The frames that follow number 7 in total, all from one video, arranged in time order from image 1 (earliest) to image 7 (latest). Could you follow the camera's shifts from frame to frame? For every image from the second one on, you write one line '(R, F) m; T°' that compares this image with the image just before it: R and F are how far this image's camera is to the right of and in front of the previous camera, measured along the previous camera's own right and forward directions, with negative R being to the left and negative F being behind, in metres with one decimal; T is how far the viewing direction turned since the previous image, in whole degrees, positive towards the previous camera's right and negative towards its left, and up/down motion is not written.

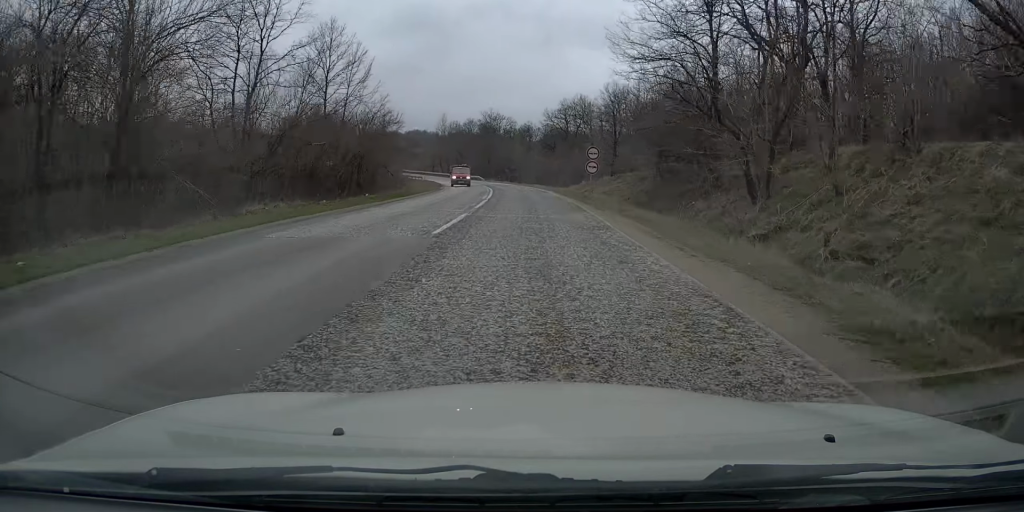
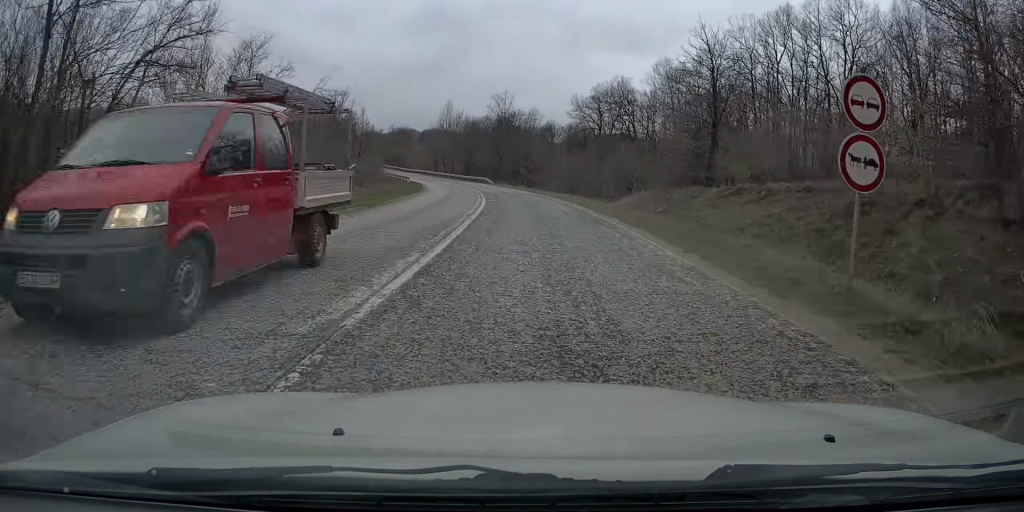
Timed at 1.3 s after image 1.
(+0.3, +26.1) m; -1°
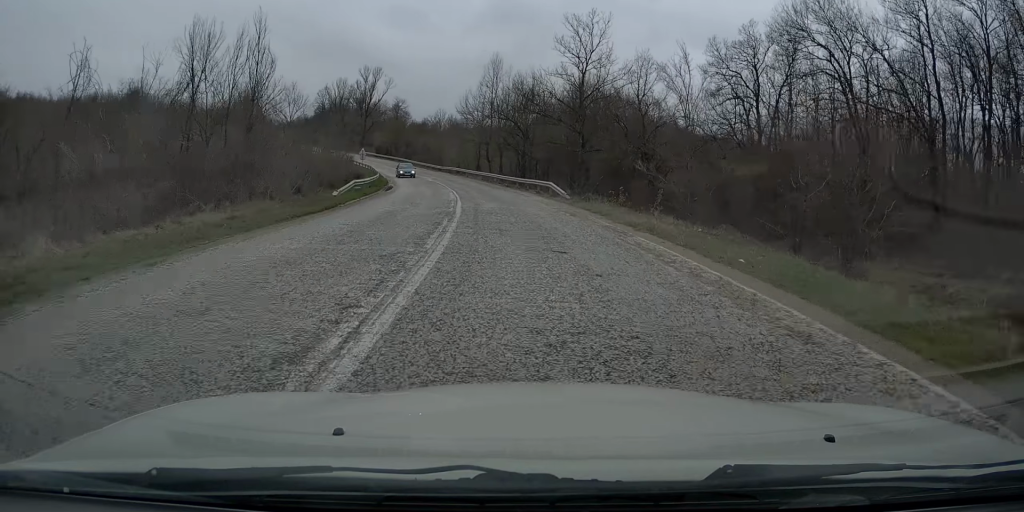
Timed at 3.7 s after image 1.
(-2.3, +45.8) m; -6°
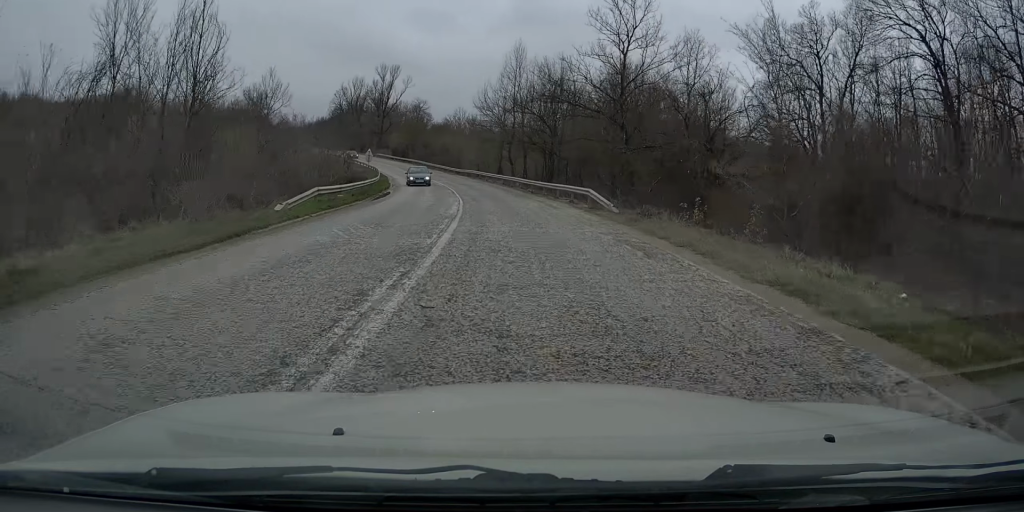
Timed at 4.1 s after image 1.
(-0.1, +8.6) m; -2°
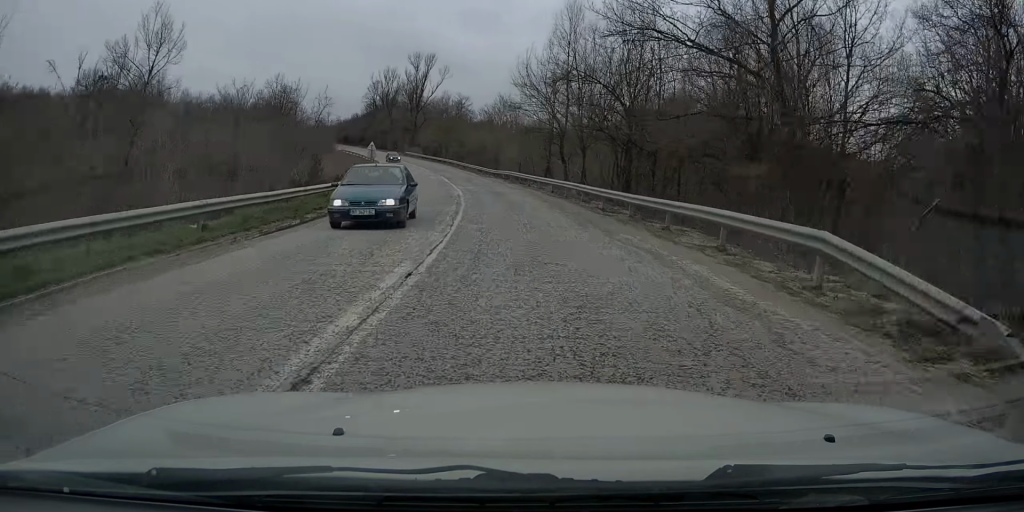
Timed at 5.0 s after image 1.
(-0.5, +17.2) m; -3°
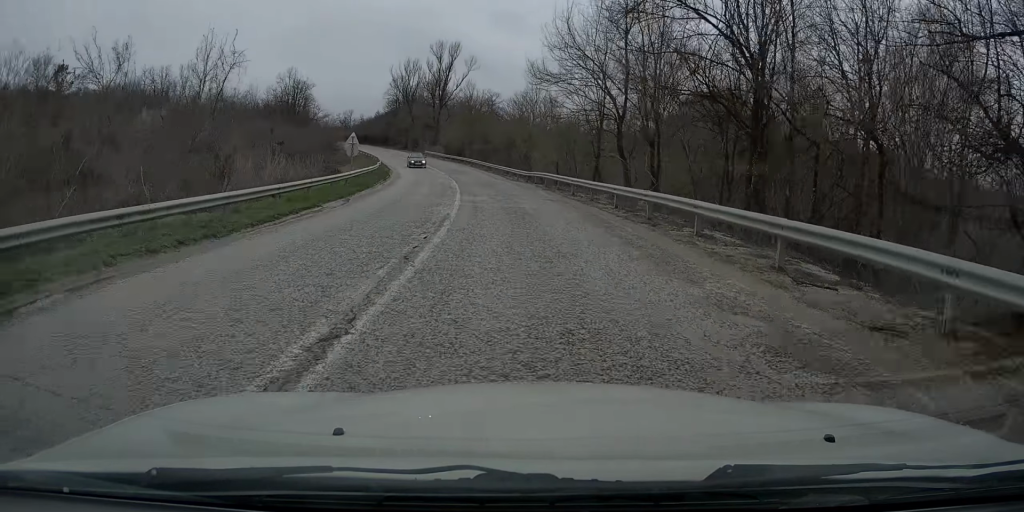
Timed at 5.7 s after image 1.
(-0.3, +13.9) m; -3°
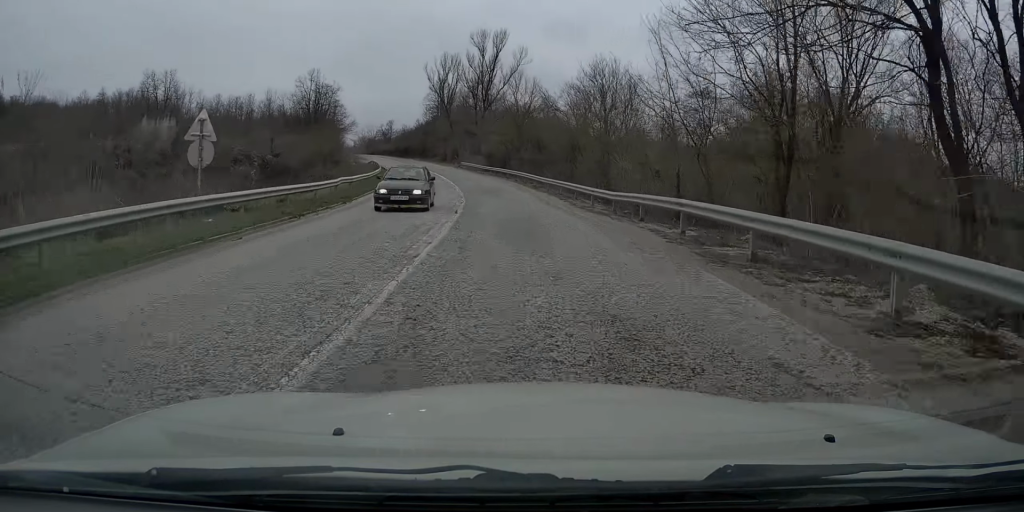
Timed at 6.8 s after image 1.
(-0.7, +21.9) m; -5°
